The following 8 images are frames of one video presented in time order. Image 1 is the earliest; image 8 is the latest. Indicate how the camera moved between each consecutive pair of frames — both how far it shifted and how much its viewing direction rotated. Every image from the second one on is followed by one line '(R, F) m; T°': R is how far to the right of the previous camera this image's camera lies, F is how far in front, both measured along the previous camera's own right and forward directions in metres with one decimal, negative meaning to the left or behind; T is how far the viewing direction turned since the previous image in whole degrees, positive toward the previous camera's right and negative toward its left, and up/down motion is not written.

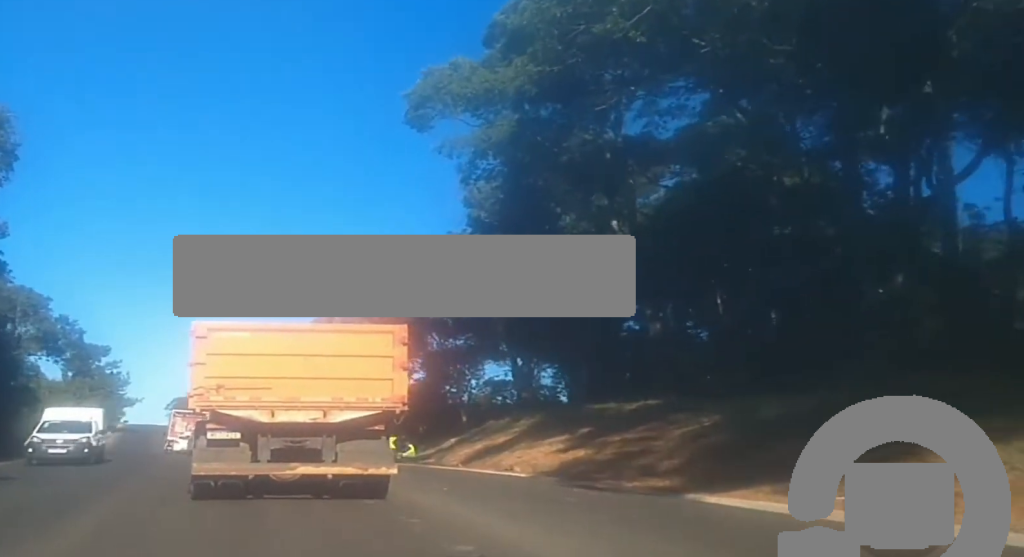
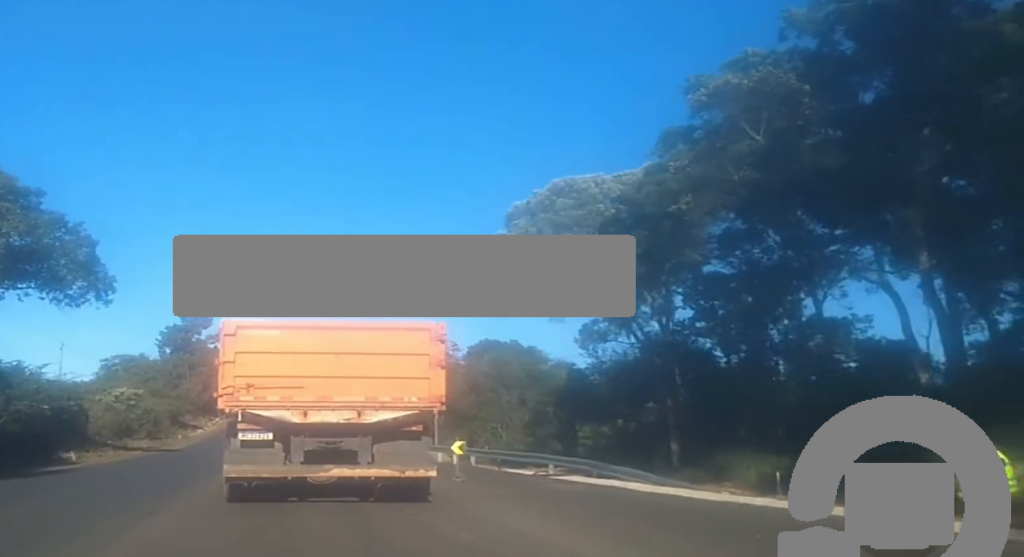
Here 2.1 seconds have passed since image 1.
(-1.5, +30.9) m; -7°
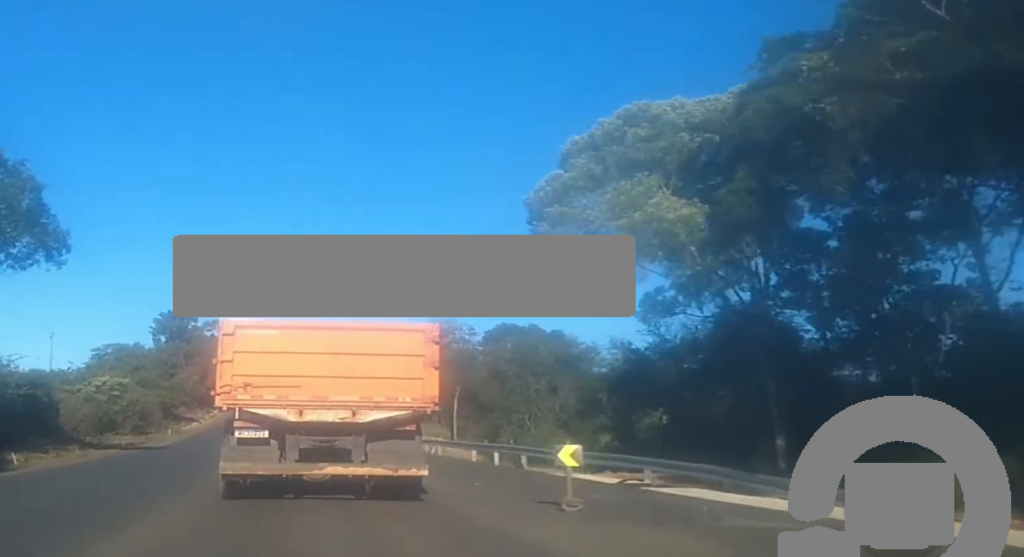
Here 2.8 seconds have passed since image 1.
(-0.5, +9.3) m; -2°
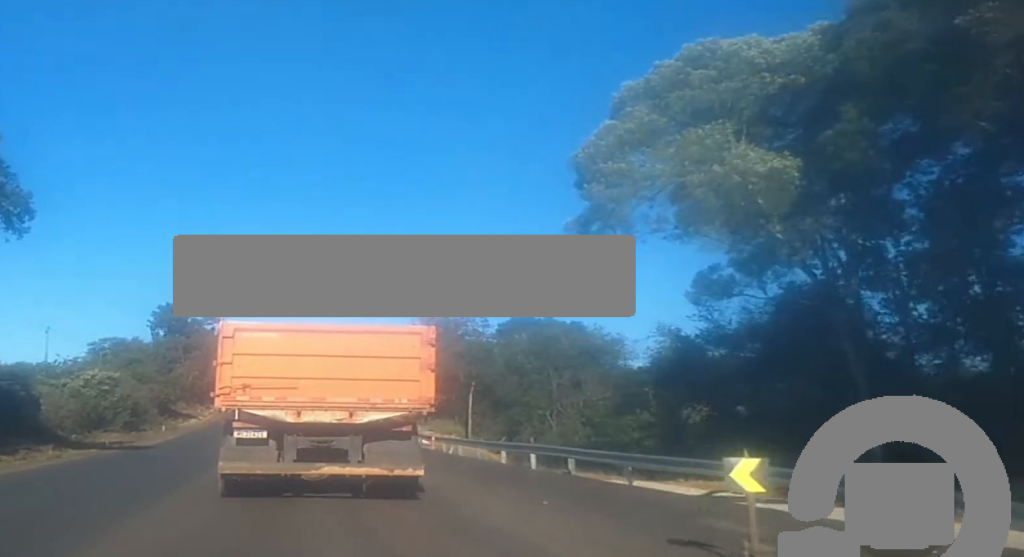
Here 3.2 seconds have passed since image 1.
(-0.2, +5.4) m; -1°
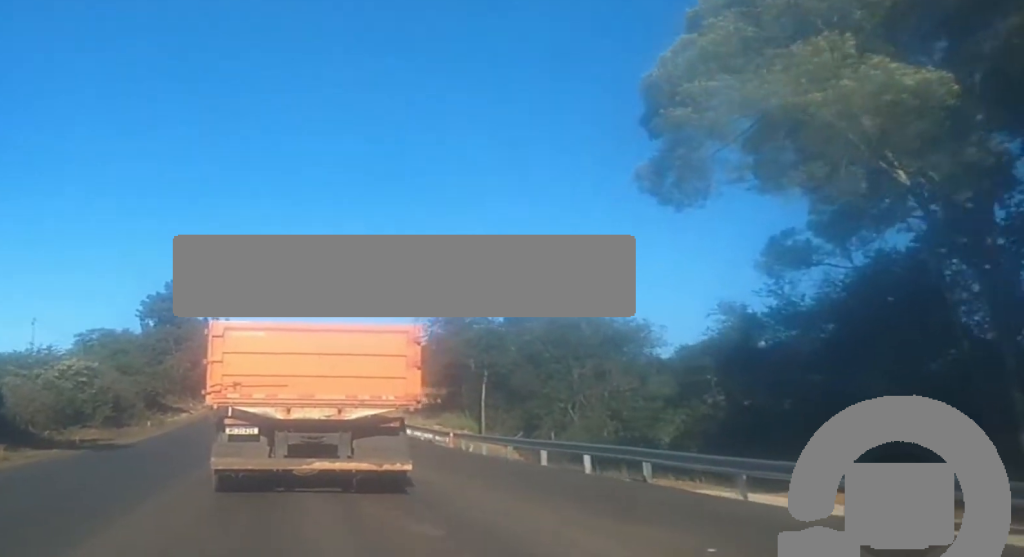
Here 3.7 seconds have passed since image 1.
(+0.2, +5.8) m; +1°
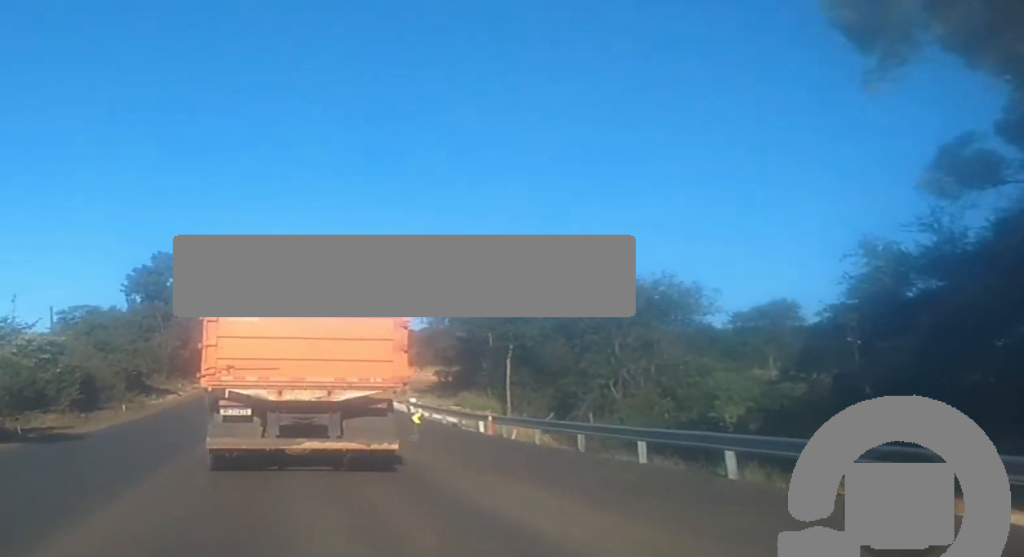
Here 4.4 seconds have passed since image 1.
(+0.1, +8.1) m; +1°
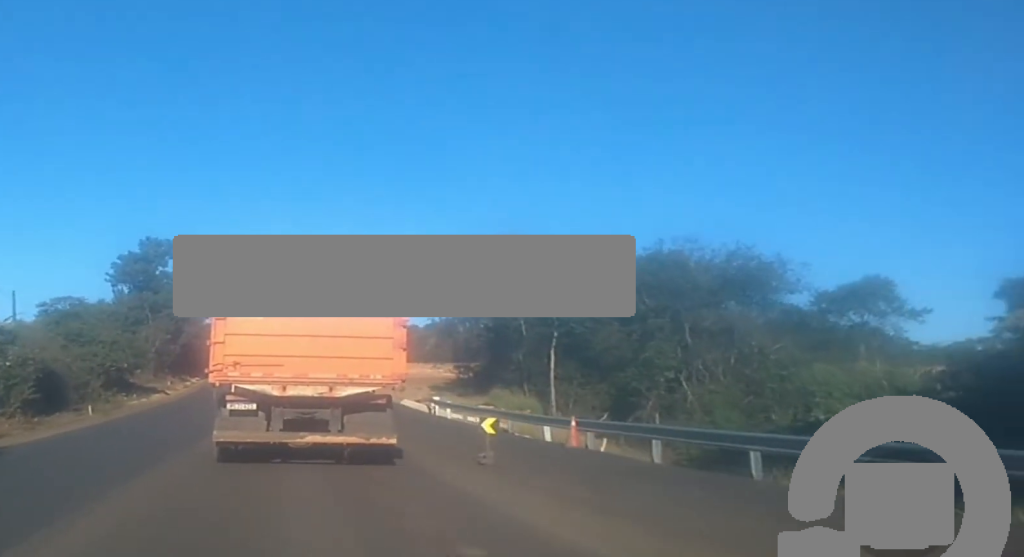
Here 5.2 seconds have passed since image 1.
(+0.2, +8.8) m; -1°
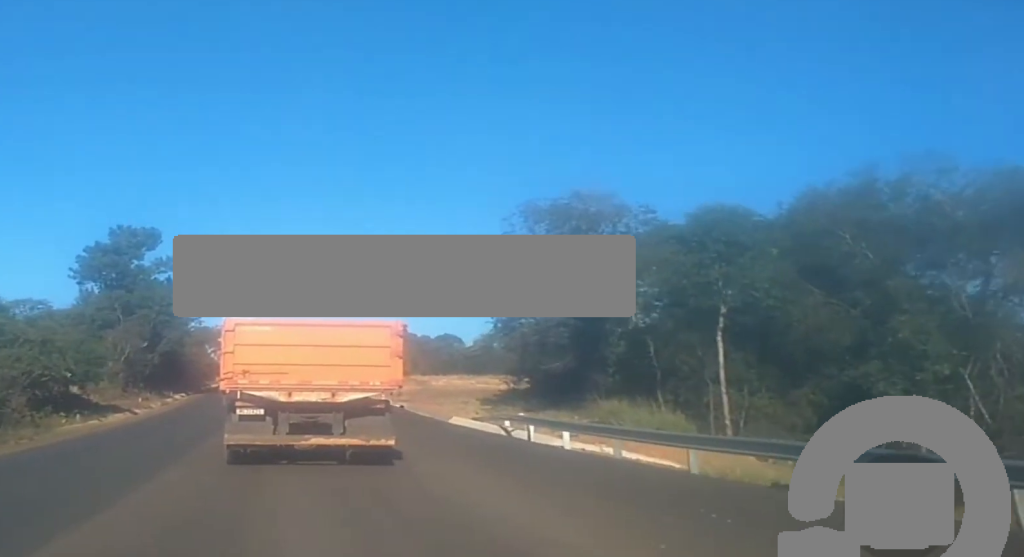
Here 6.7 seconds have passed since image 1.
(-0.2, +17.4) m; 0°
